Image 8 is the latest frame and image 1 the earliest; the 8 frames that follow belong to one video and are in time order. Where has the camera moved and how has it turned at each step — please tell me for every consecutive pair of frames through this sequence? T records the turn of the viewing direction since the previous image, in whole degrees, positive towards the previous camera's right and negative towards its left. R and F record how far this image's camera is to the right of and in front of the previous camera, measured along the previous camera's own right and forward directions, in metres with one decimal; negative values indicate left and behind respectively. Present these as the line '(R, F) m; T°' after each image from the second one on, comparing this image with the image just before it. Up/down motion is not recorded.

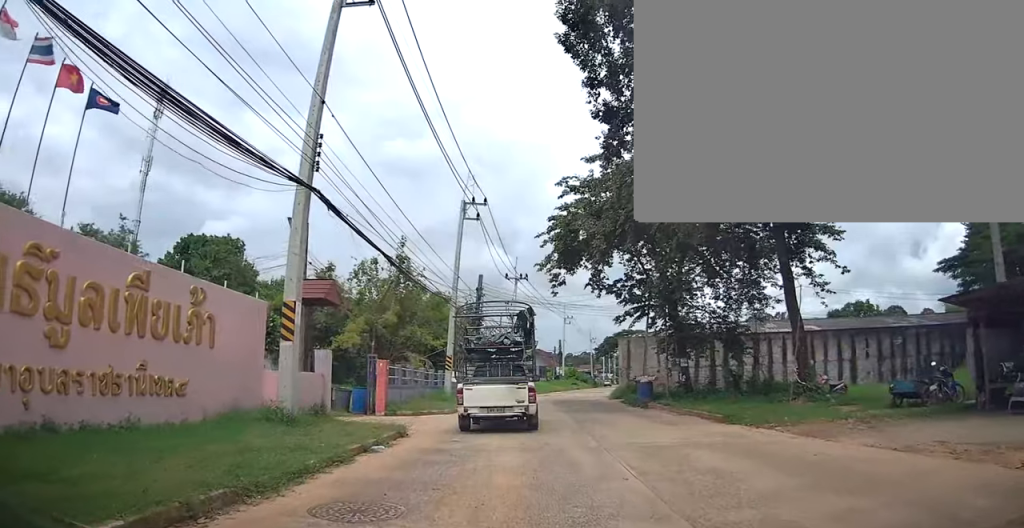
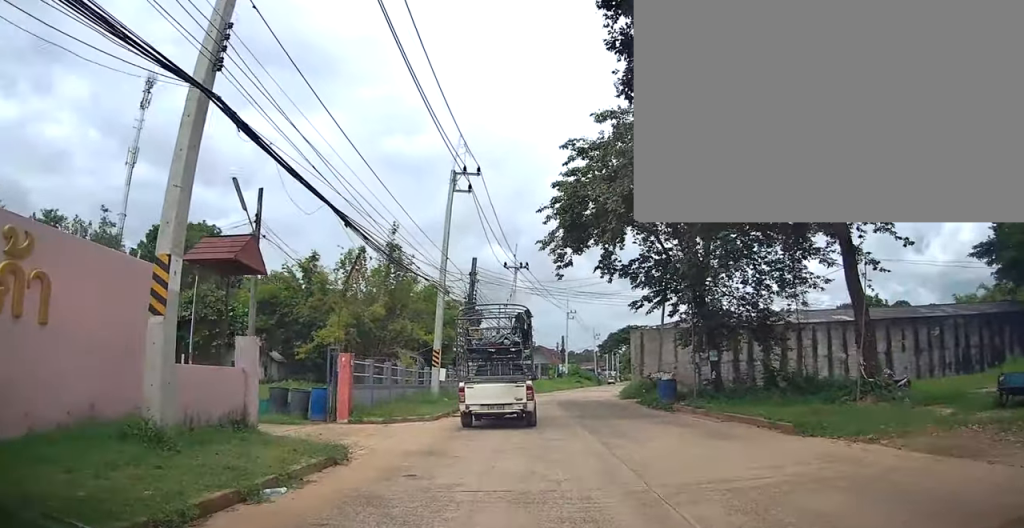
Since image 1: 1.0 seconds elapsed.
(+0.1, +3.9) m; +1°
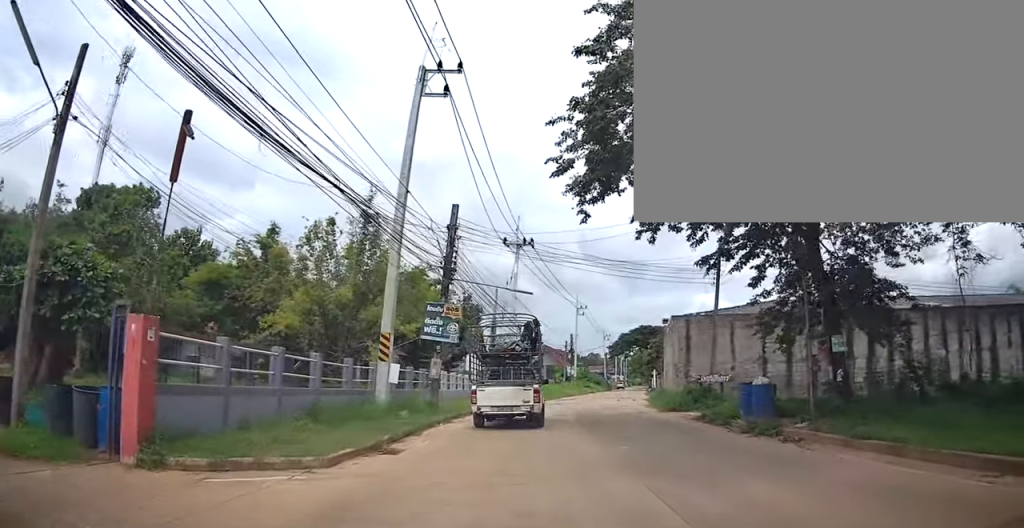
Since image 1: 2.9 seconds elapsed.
(-0.2, +8.5) m; 0°
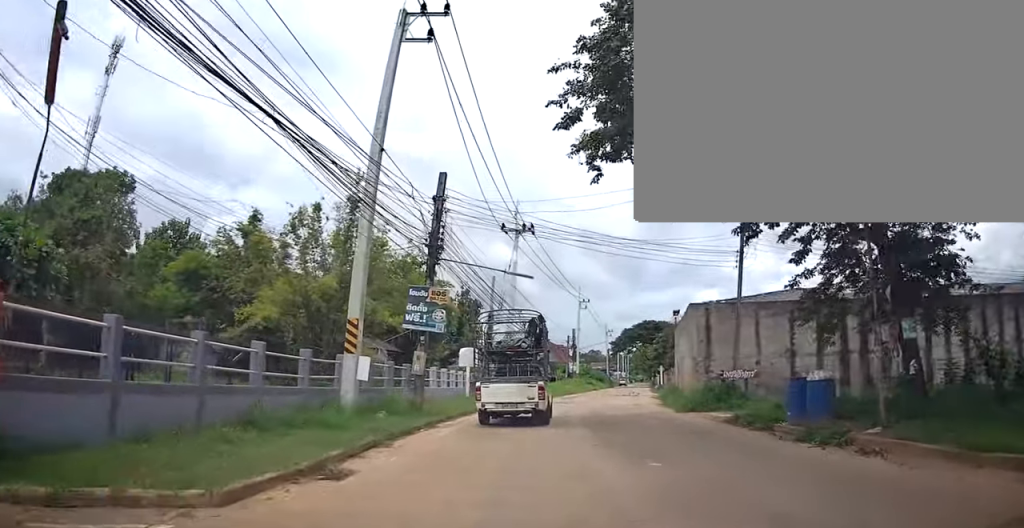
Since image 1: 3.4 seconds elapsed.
(+0.1, +2.6) m; +2°
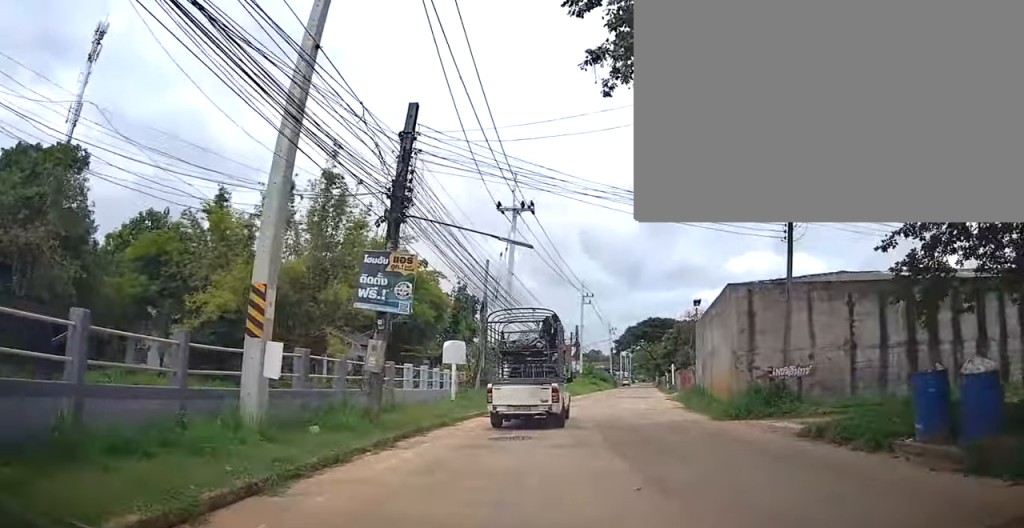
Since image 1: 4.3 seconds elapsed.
(+0.1, +4.2) m; +1°
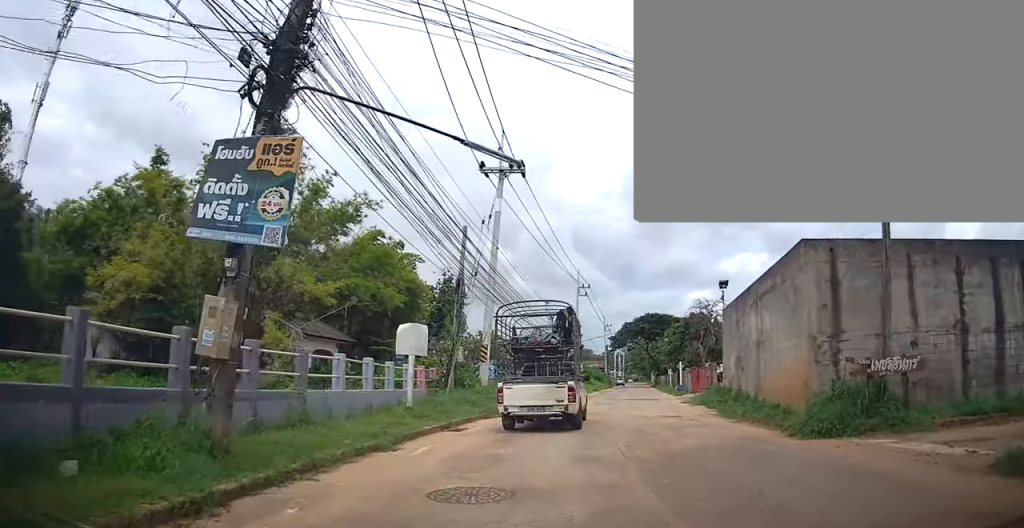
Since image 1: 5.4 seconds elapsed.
(0.0, +5.6) m; 0°
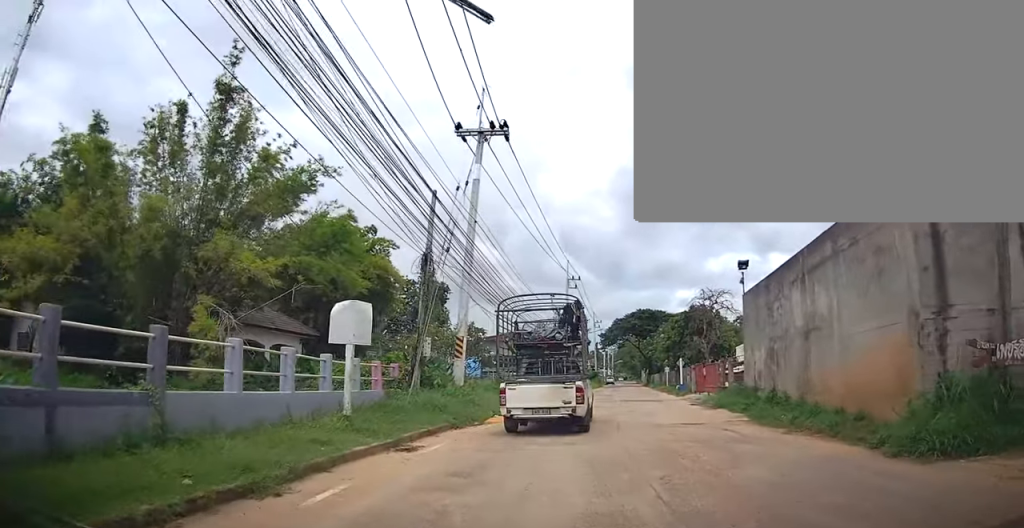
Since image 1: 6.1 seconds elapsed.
(0.0, +4.0) m; +1°
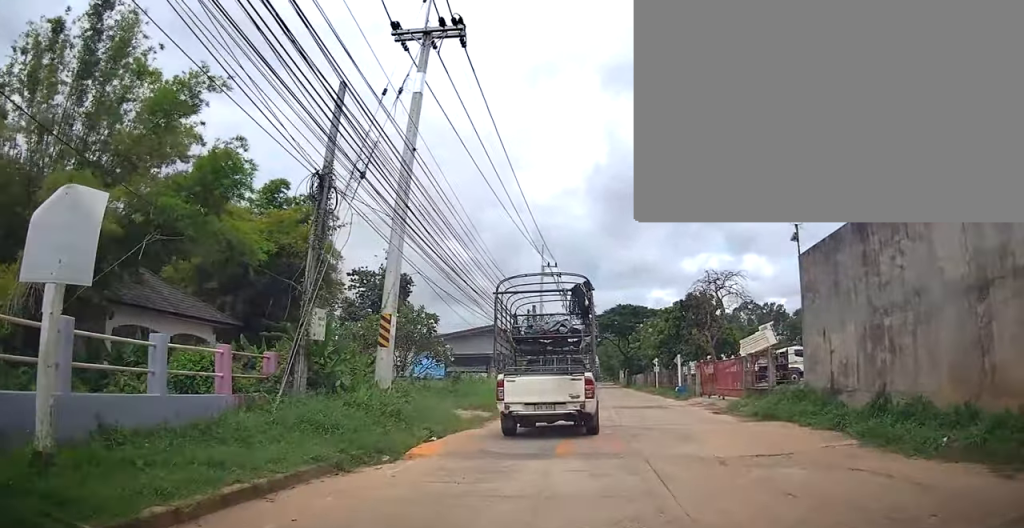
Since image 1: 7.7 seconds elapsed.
(+0.3, +7.1) m; 0°
